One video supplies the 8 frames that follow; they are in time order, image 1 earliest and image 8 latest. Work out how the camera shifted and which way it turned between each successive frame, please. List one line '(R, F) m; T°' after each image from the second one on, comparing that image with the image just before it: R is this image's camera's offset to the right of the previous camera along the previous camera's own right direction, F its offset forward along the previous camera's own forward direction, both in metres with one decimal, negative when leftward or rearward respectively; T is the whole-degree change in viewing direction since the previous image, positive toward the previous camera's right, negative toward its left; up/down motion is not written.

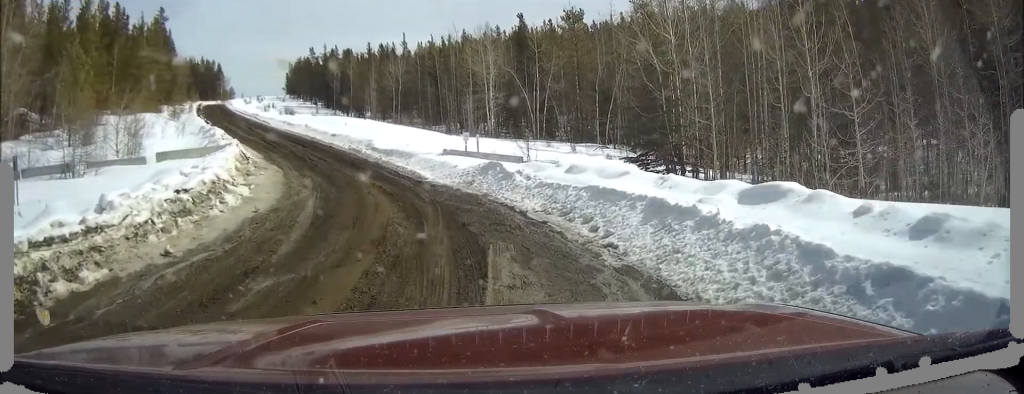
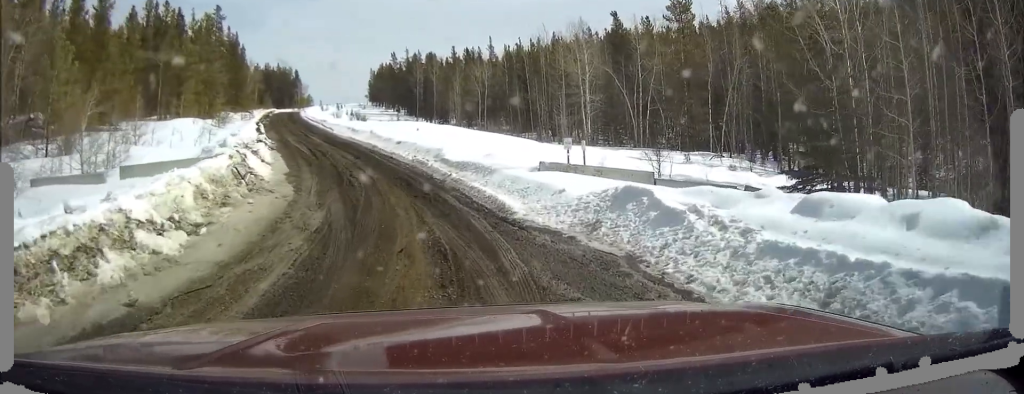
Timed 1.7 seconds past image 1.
(+0.4, +7.9) m; +2°
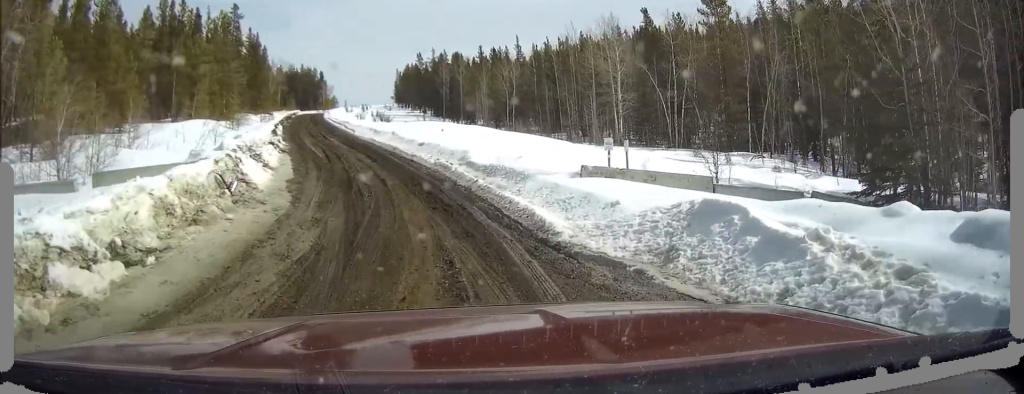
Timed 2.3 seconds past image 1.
(0.0, +2.6) m; -1°
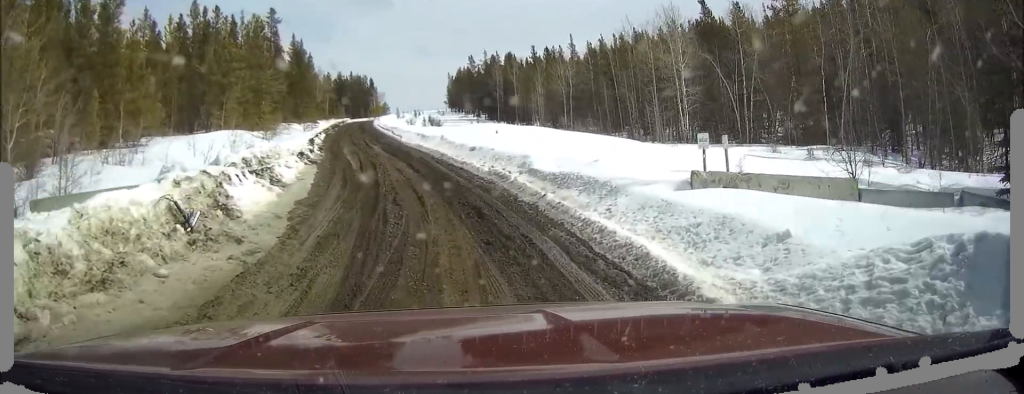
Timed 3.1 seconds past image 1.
(-0.1, +4.2) m; 0°
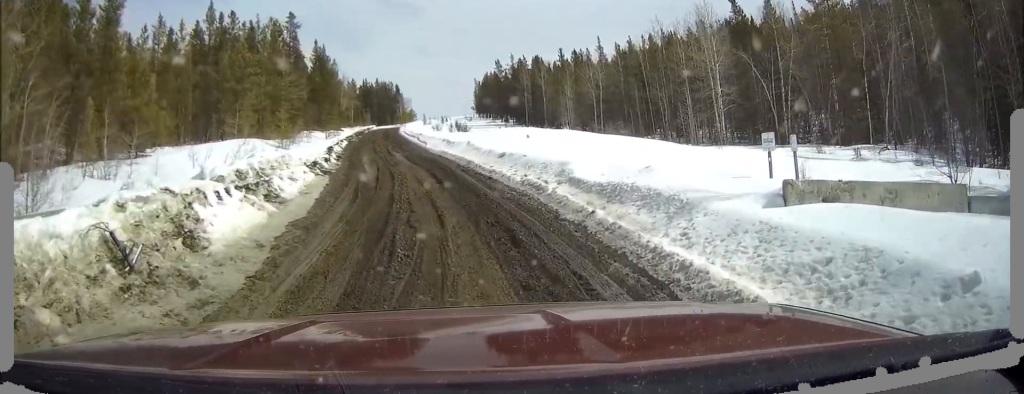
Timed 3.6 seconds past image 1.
(+0.1, +2.4) m; -2°
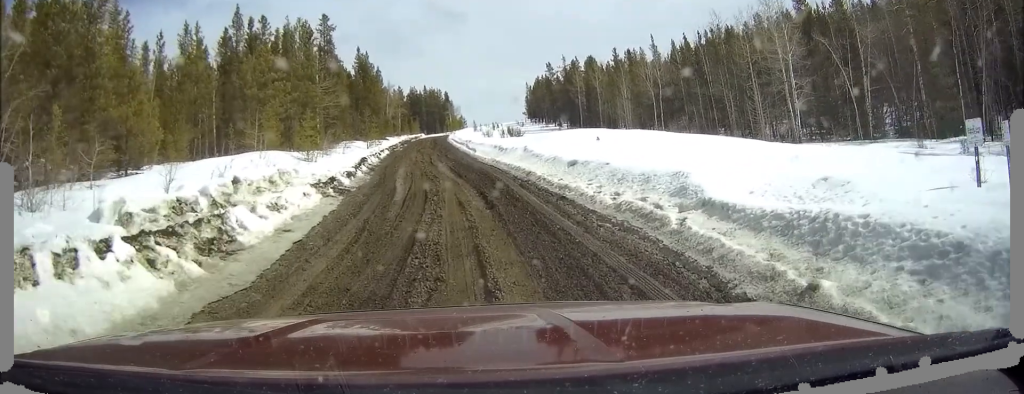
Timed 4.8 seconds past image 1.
(-0.3, +5.5) m; -8°
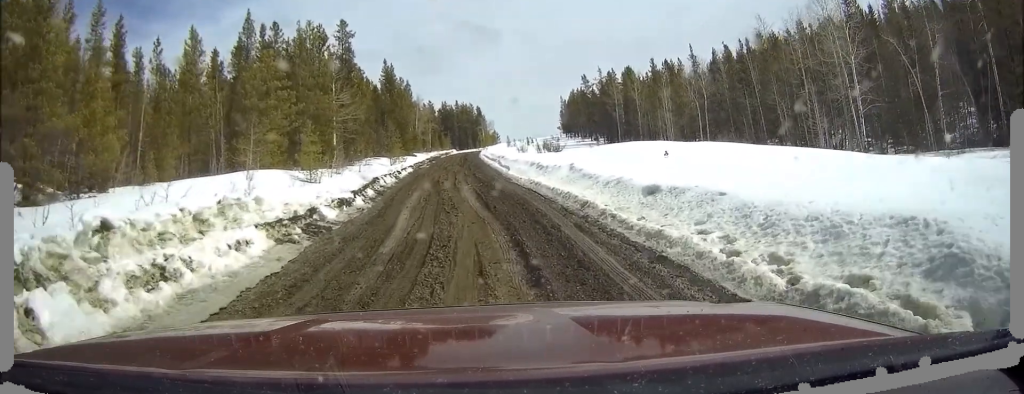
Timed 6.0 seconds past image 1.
(-0.3, +5.7) m; -7°
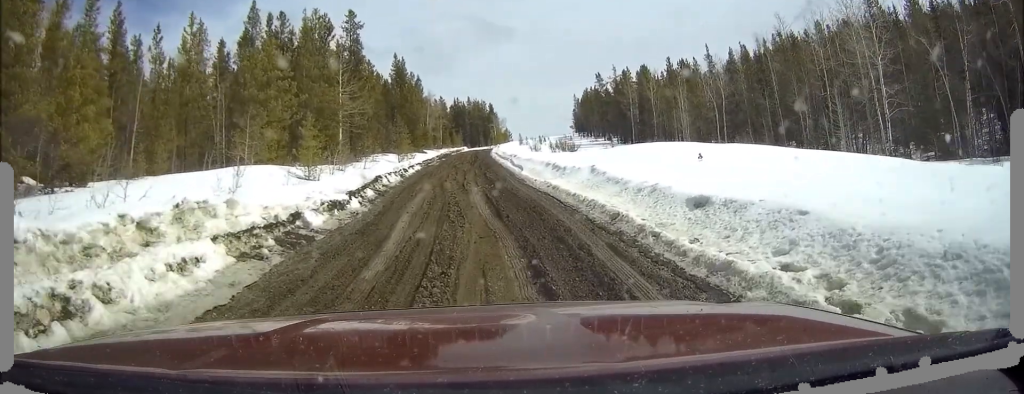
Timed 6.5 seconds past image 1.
(-0.1, +2.2) m; -3°
